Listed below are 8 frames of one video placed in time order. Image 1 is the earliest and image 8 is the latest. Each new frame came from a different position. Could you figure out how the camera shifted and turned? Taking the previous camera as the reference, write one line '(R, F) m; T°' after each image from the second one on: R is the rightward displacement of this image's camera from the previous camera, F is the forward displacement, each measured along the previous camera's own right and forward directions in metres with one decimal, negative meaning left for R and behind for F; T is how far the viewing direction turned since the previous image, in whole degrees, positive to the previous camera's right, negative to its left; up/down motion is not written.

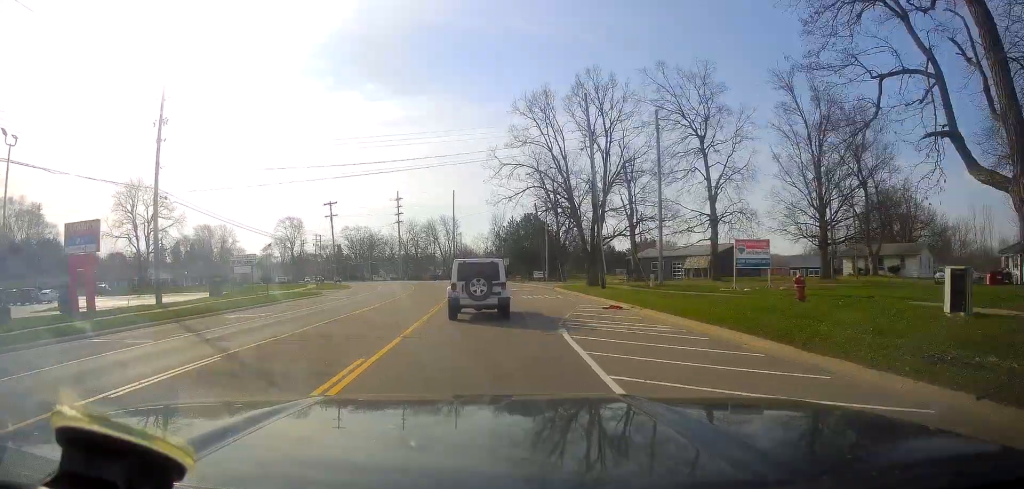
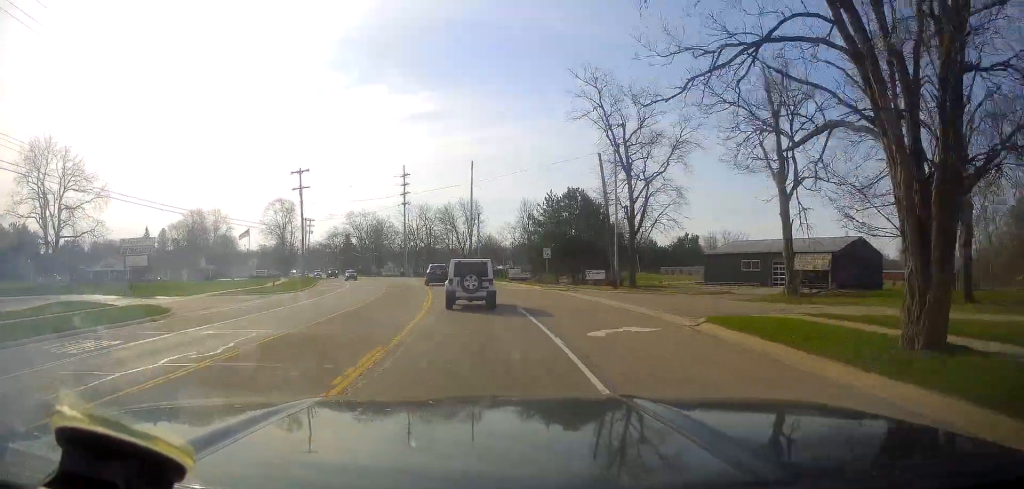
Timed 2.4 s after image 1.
(-1.3, +28.1) m; -4°
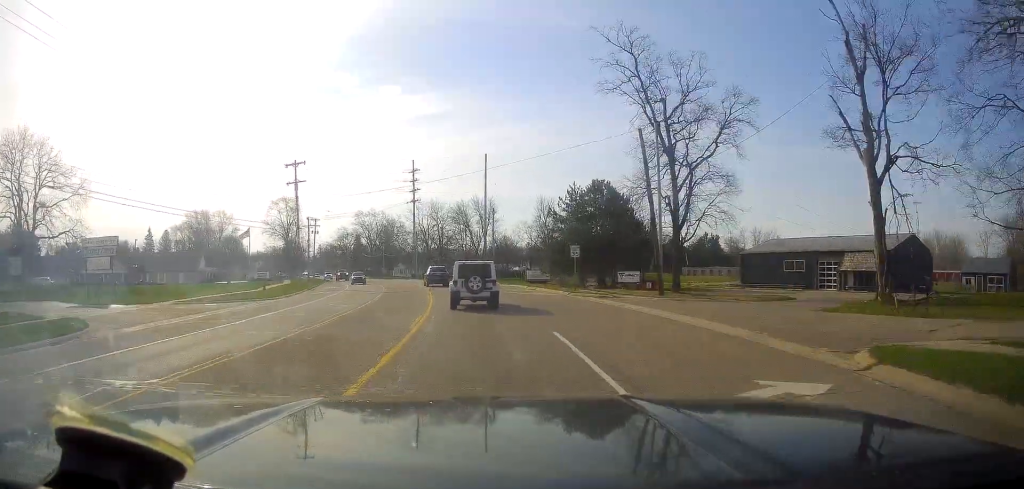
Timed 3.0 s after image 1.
(0.0, +7.4) m; 0°
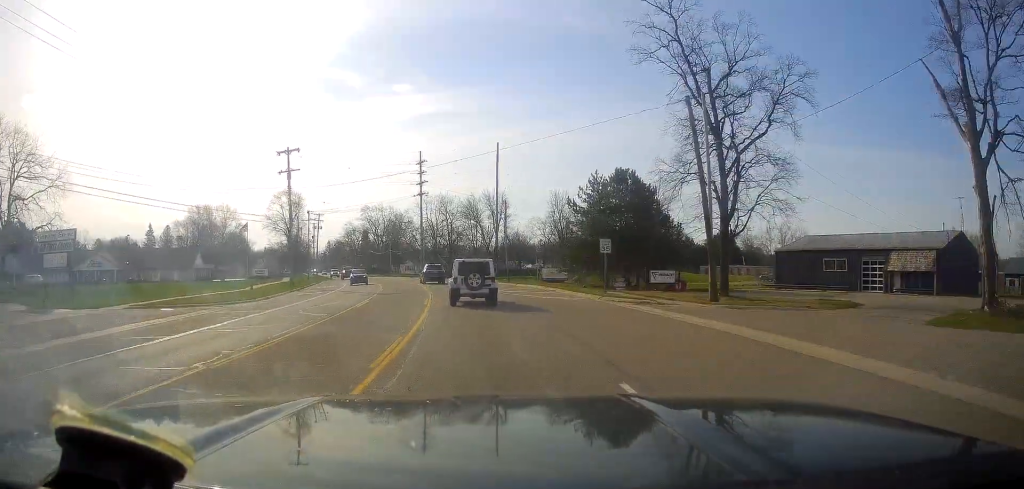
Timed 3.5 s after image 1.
(0.0, +6.2) m; 0°
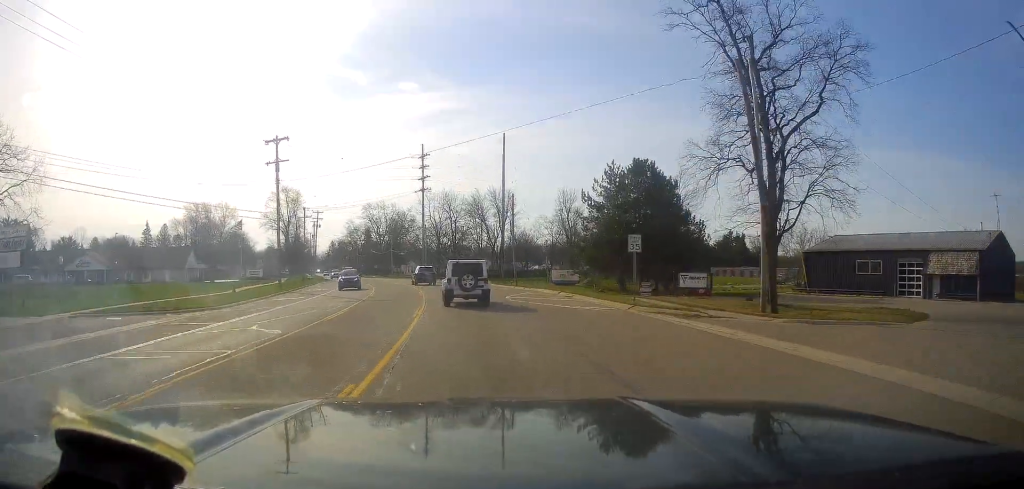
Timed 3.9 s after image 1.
(+0.1, +5.1) m; -1°
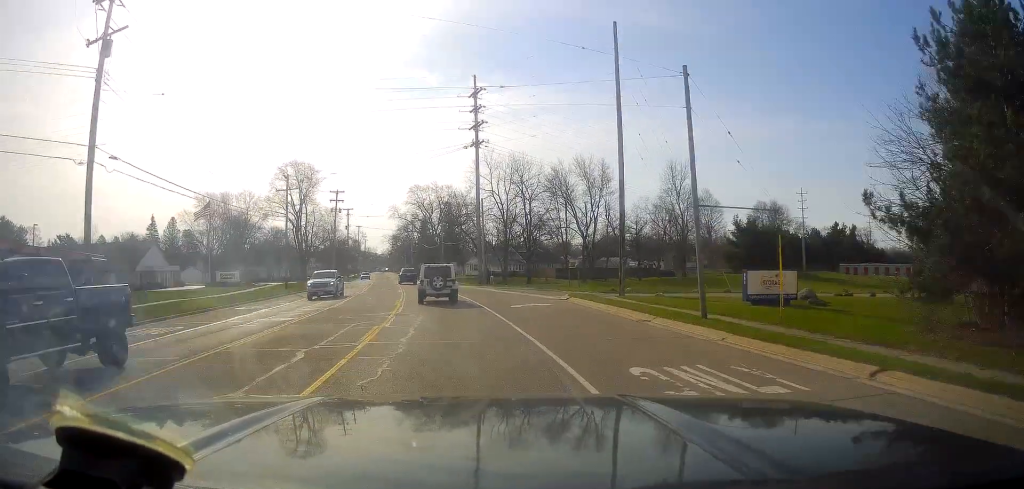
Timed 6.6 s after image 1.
(-2.7, +36.1) m; -7°
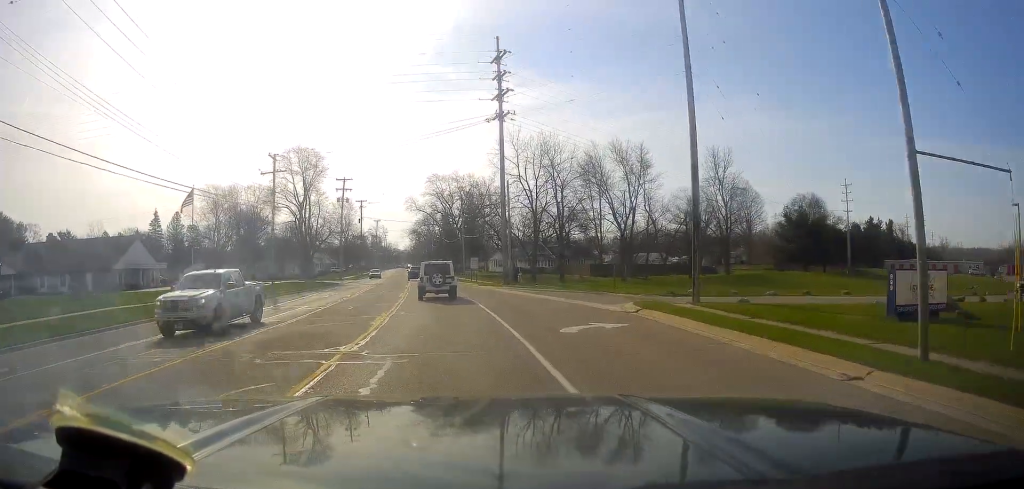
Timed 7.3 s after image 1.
(+0.1, +10.2) m; -2°
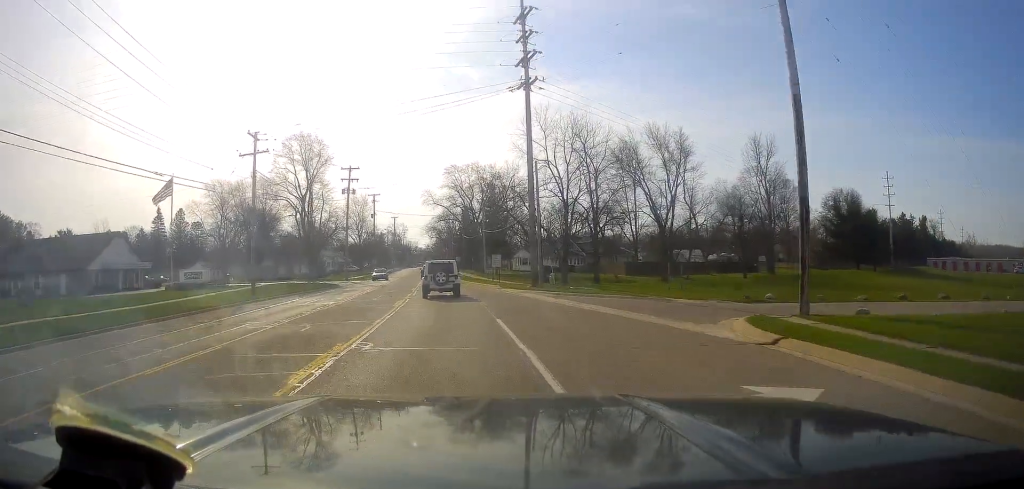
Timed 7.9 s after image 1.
(-0.3, +9.0) m; -2°
